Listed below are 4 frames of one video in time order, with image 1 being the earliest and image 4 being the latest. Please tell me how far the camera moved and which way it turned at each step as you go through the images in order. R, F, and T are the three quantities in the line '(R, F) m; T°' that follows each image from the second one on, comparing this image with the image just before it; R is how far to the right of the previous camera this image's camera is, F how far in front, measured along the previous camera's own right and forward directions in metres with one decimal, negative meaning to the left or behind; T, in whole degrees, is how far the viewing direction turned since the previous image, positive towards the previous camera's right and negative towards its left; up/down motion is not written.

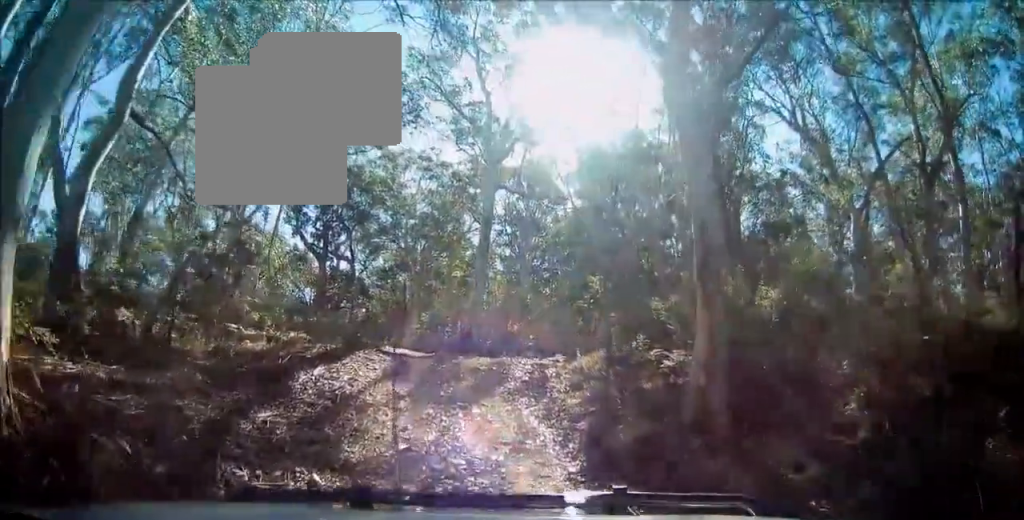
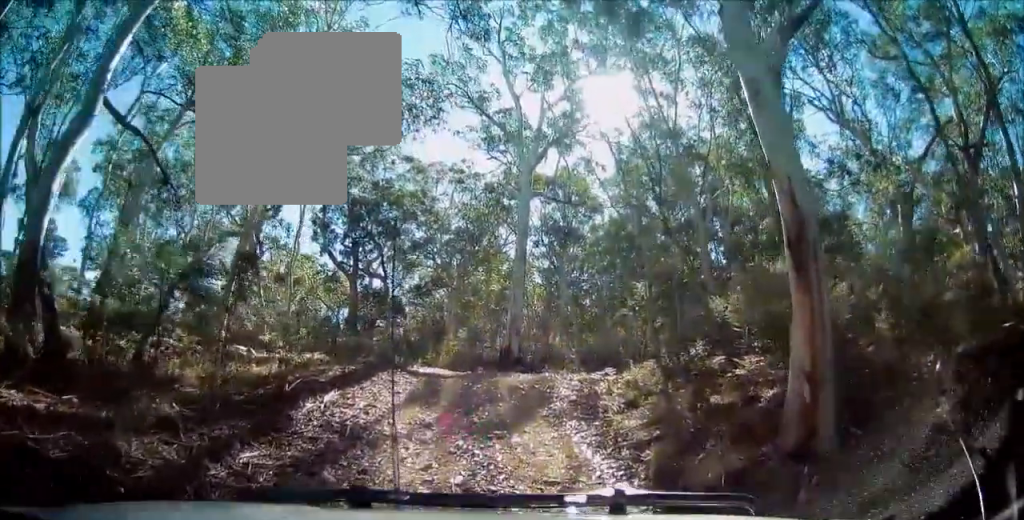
(-0.1, +1.8) m; -3°
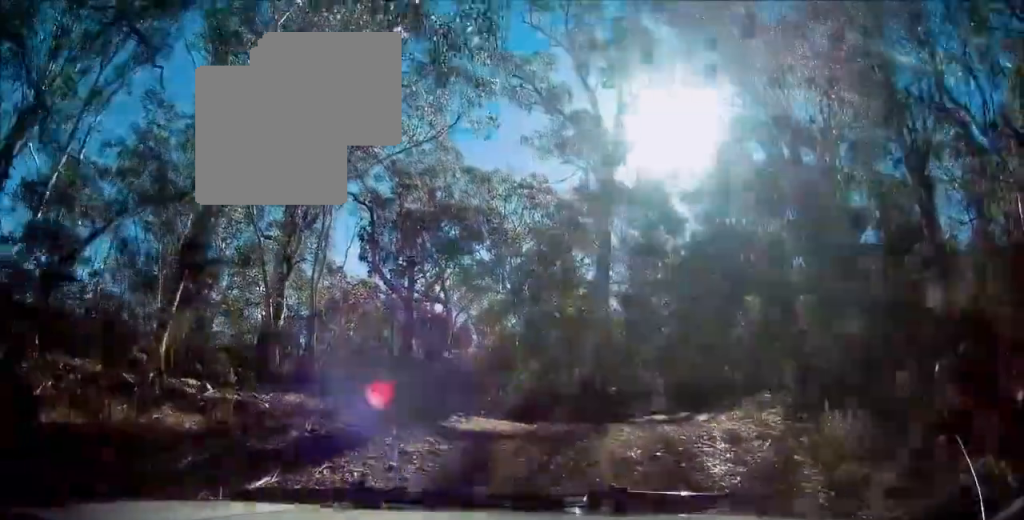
(-0.2, +5.1) m; -1°
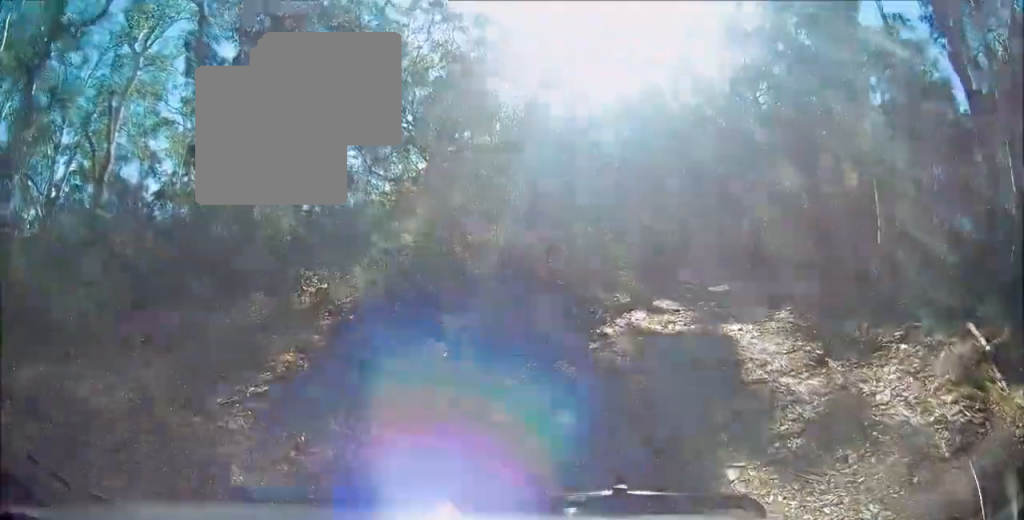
(+1.6, +10.5) m; +11°
